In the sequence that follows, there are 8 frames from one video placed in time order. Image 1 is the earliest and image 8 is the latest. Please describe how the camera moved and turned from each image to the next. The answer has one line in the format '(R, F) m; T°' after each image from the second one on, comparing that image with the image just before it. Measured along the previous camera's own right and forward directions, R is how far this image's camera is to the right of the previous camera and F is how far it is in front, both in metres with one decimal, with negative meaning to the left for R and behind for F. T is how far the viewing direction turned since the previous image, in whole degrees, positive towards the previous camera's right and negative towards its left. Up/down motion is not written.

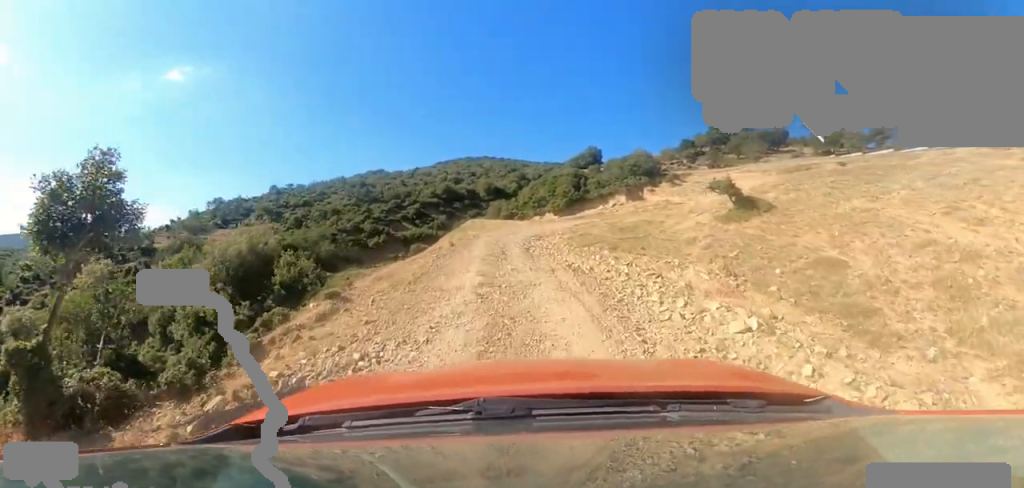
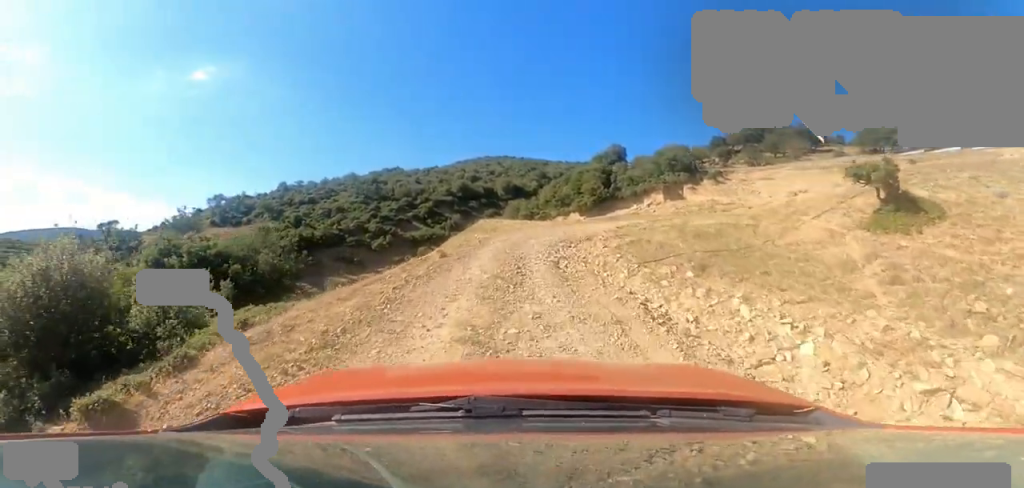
(-0.9, +4.8) m; -11°
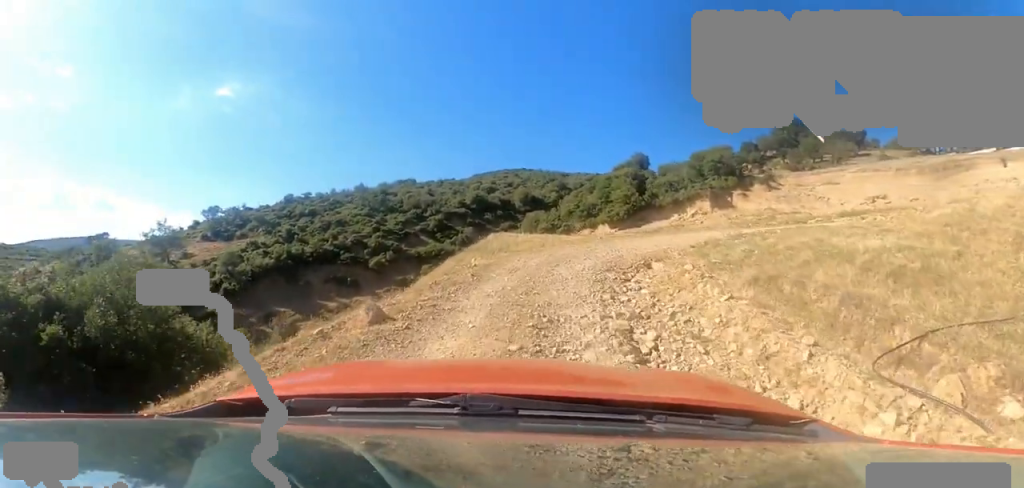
(0.0, +5.4) m; 0°
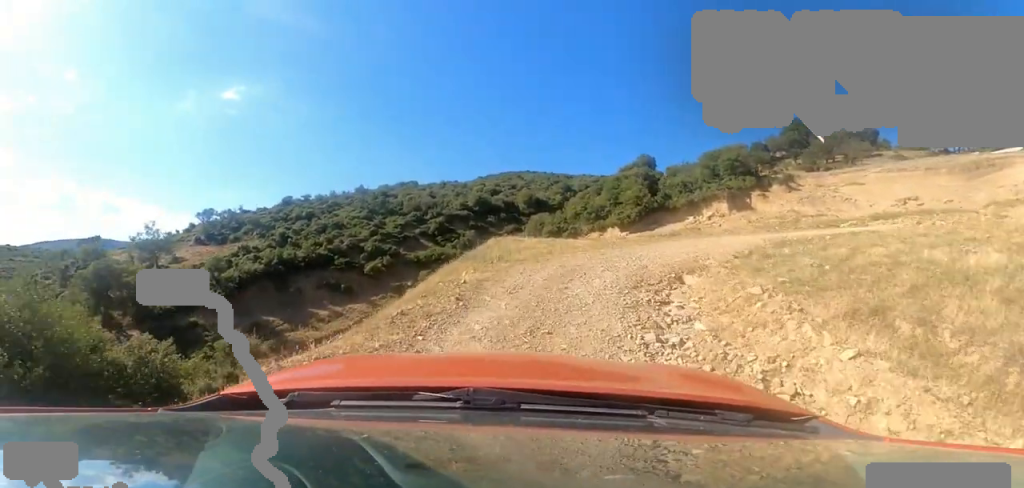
(0.0, +2.0) m; 0°
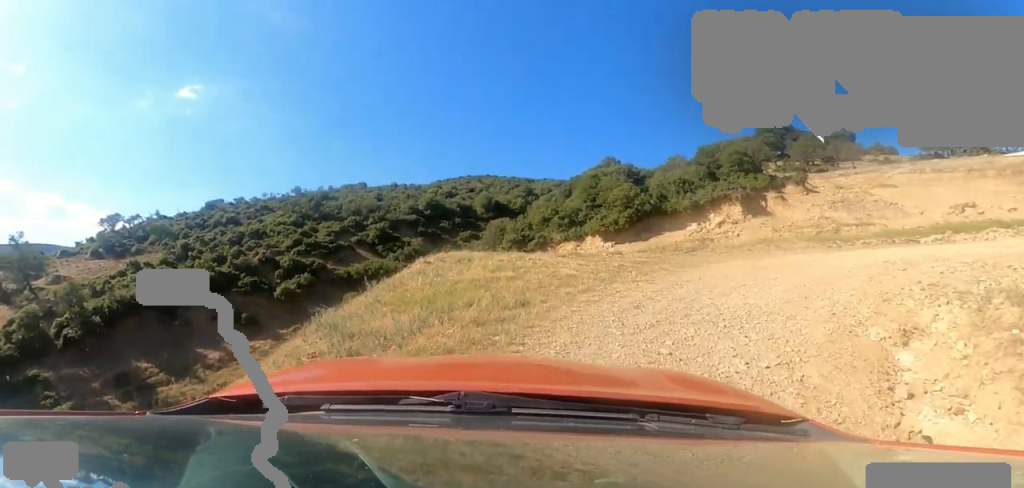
(0.0, +7.3) m; +7°
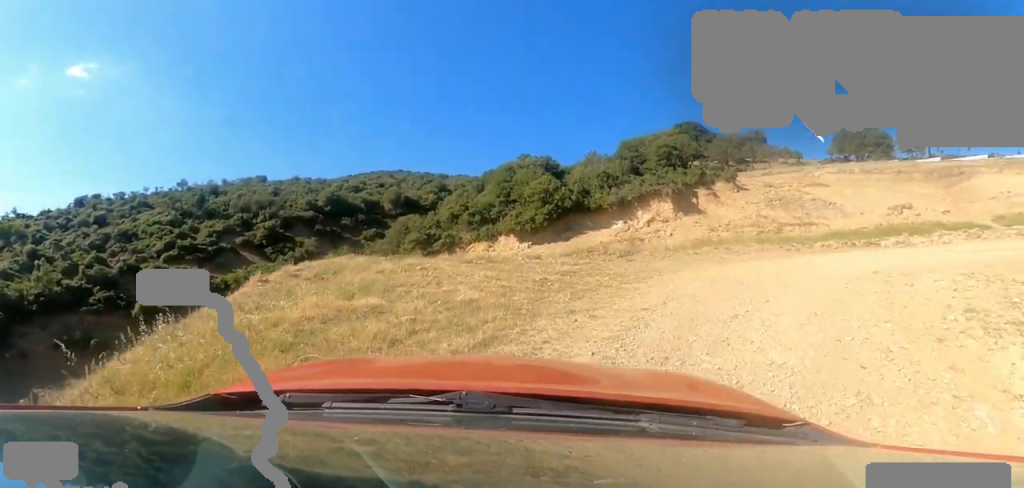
(+0.1, +3.5) m; +14°
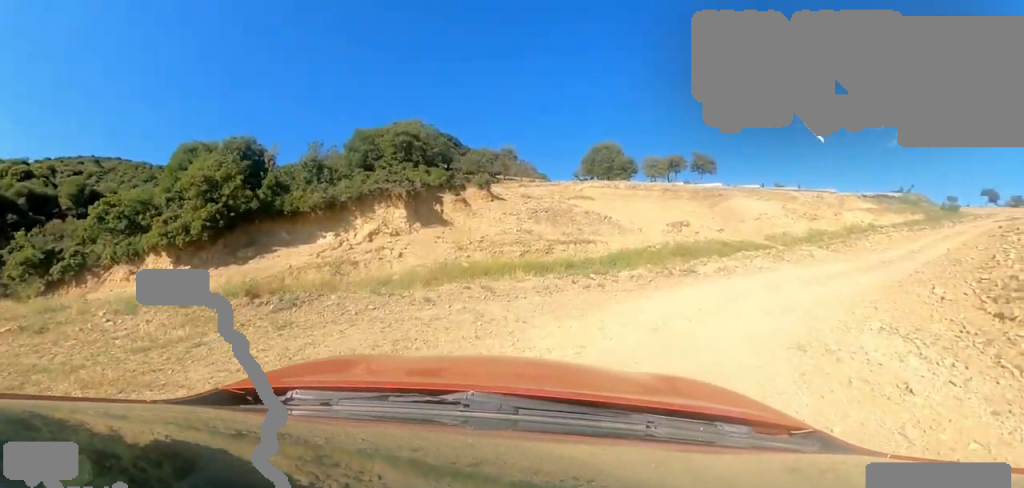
(+1.9, +6.8) m; +41°
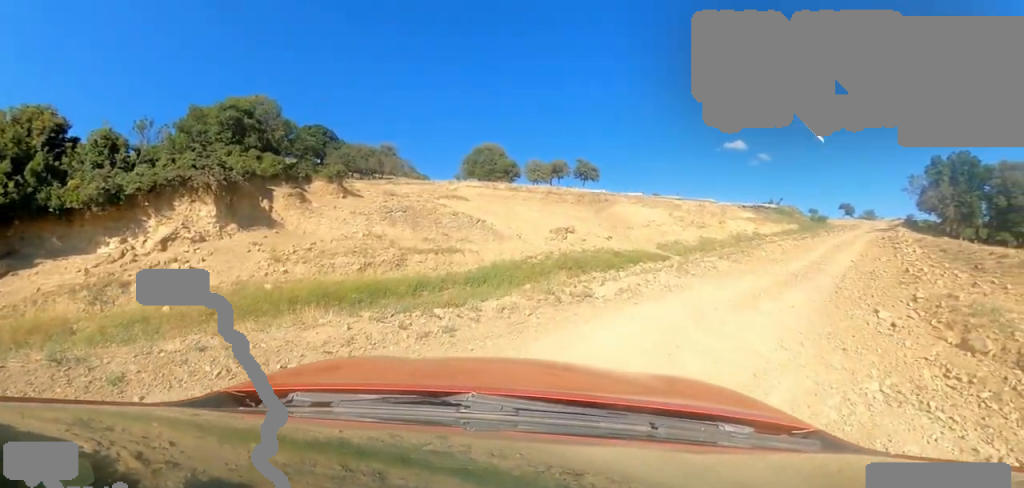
(+1.1, +2.7) m; +23°
